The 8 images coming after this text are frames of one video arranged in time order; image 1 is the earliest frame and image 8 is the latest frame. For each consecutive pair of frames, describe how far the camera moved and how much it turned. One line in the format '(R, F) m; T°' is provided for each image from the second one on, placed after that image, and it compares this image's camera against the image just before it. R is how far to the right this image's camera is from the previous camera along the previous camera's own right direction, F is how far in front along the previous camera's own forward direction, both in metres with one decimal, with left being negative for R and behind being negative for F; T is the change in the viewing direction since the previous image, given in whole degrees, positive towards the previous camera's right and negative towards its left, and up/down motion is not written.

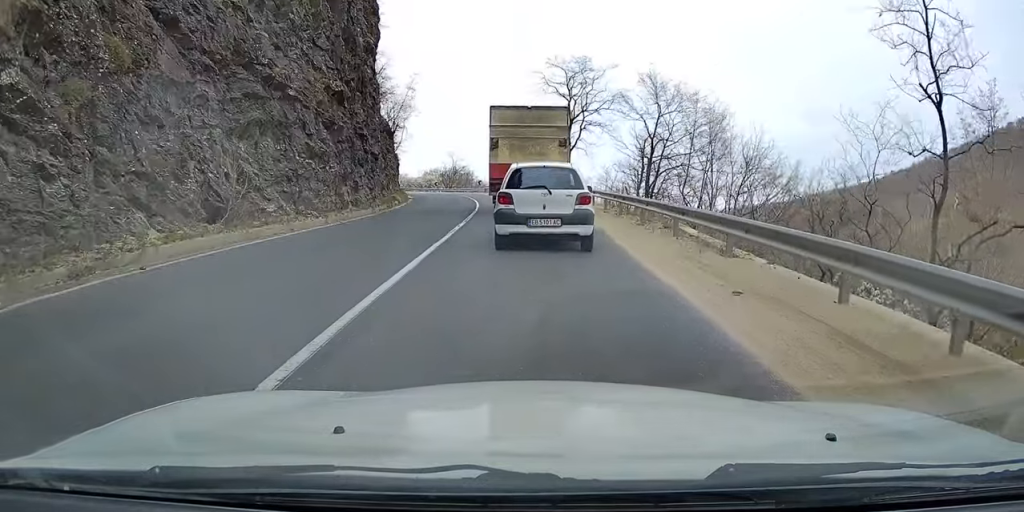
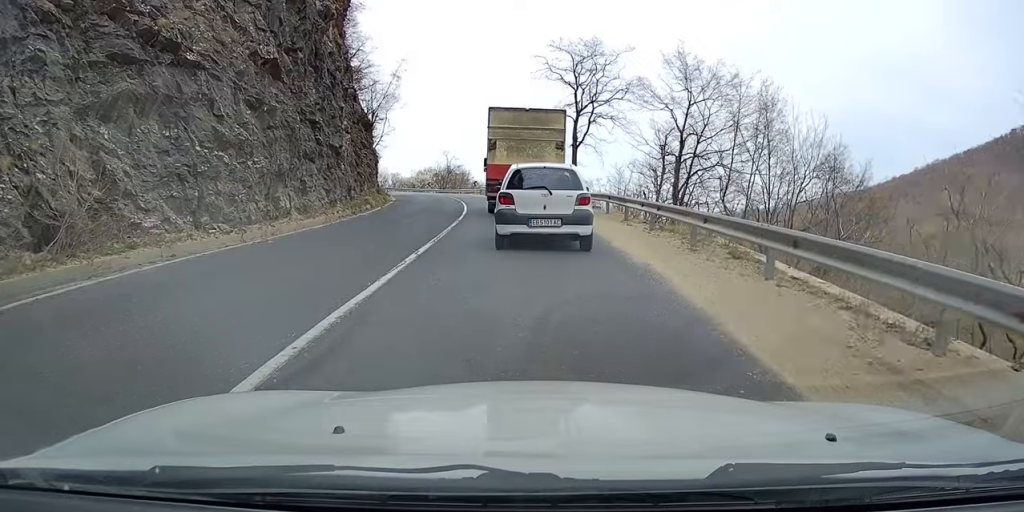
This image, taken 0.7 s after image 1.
(0.0, +5.4) m; -1°
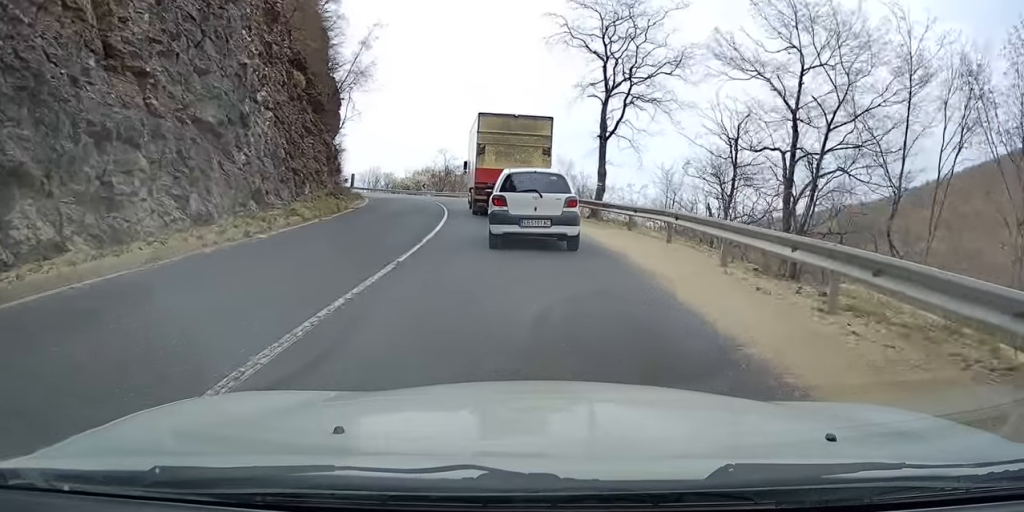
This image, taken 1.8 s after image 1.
(-0.3, +9.1) m; -3°
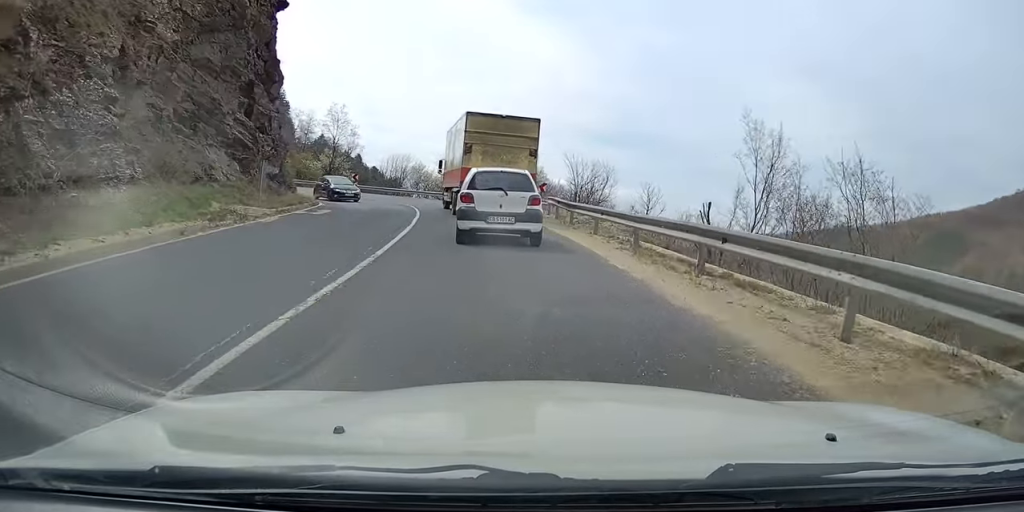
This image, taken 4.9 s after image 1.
(-1.3, +28.2) m; -7°
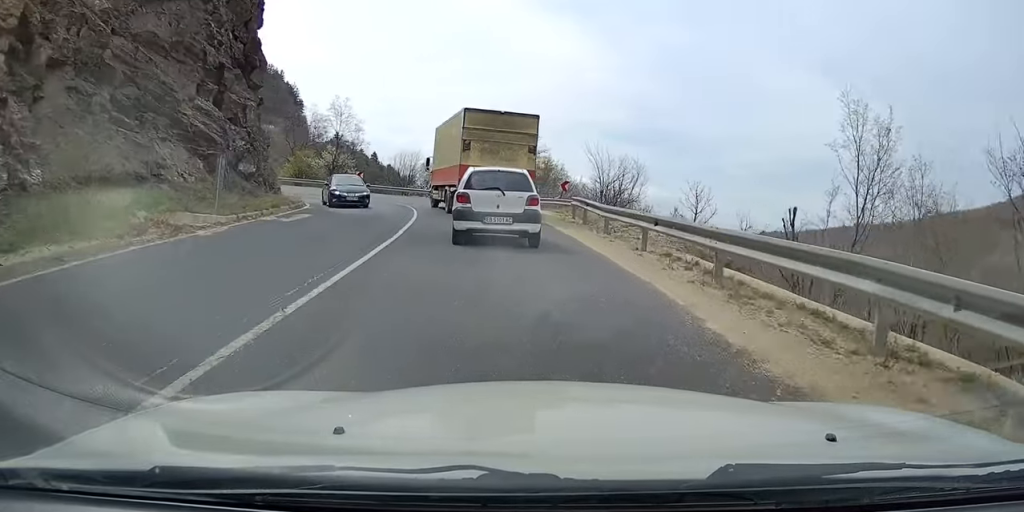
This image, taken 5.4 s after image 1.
(-0.1, +4.9) m; -1°
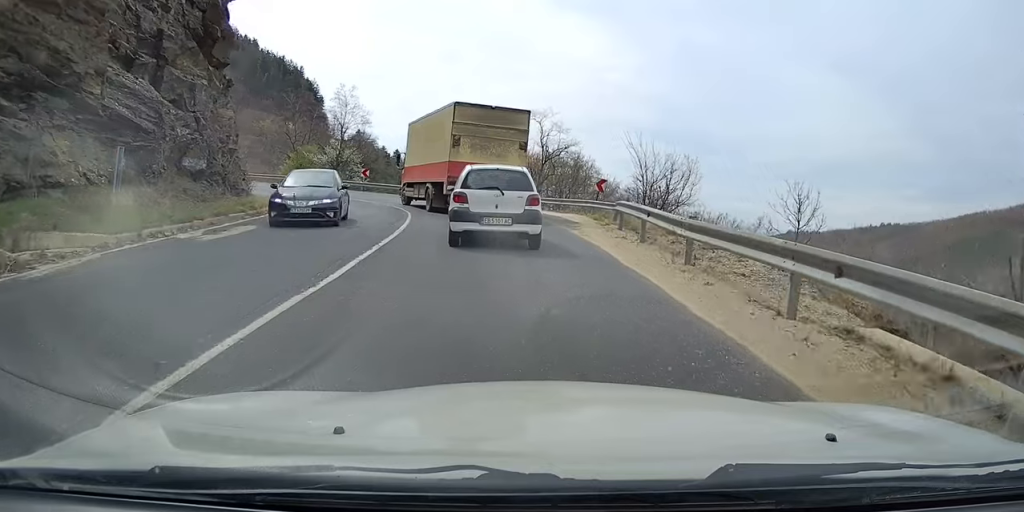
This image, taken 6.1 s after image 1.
(-0.1, +6.5) m; -1°
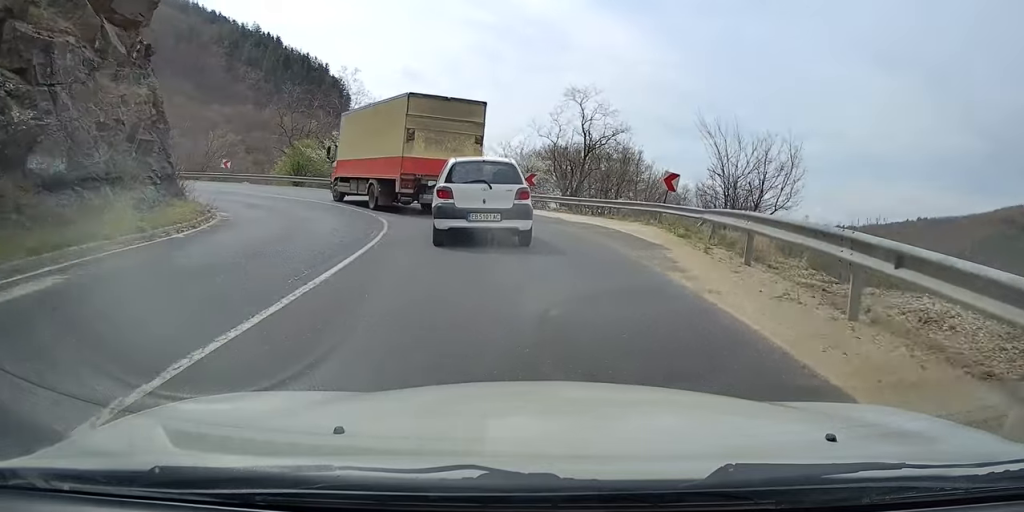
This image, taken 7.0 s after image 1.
(+0.1, +8.6) m; -3°
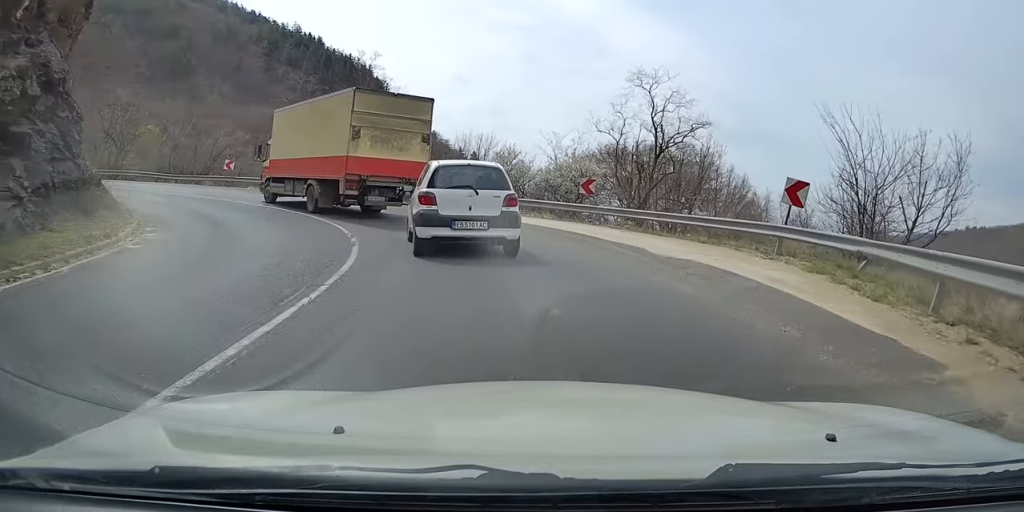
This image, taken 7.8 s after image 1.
(-0.5, +6.9) m; -3°
